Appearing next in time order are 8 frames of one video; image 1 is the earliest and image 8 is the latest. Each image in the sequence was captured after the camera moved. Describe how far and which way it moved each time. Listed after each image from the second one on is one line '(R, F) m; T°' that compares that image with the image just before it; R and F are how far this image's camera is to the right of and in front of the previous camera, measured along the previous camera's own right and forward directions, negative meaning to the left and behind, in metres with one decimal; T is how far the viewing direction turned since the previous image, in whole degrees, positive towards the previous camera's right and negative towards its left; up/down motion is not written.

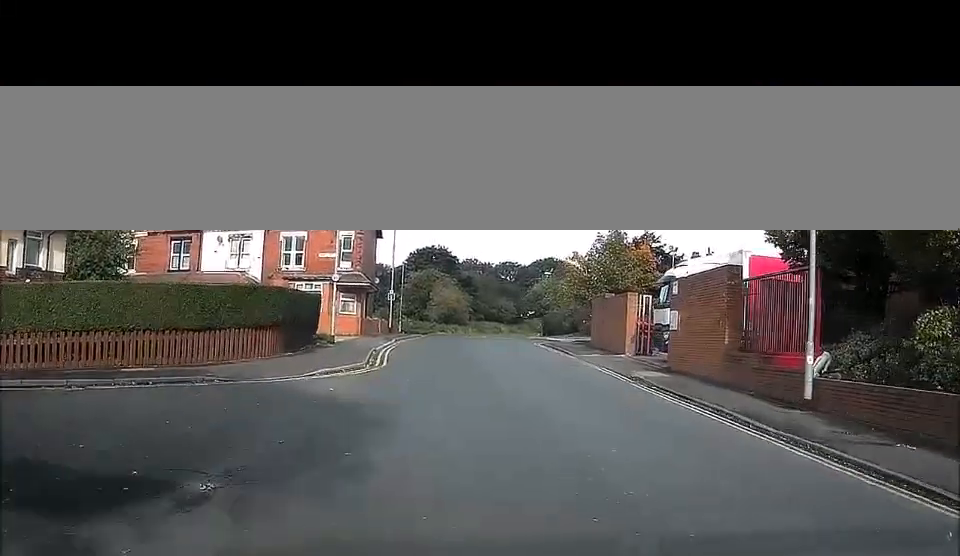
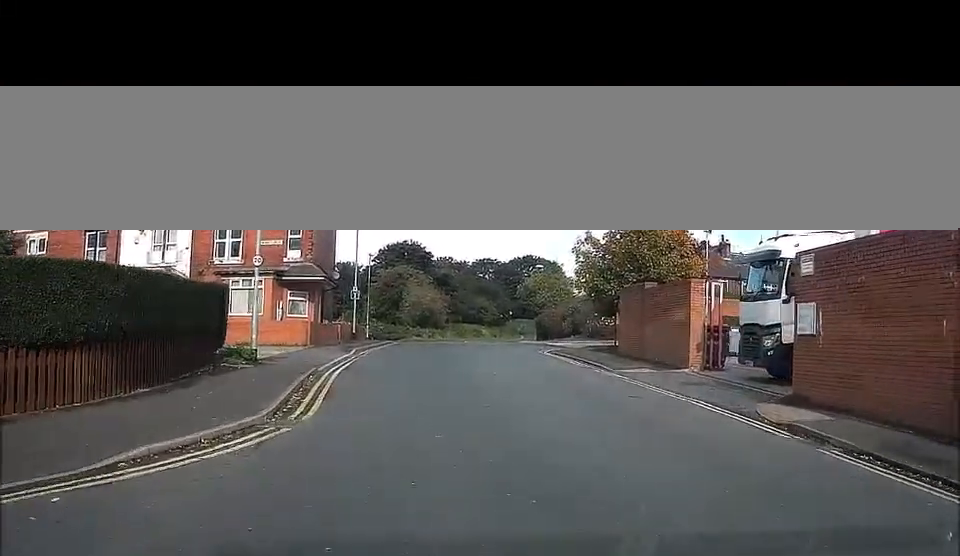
(+0.4, +12.6) m; +2°
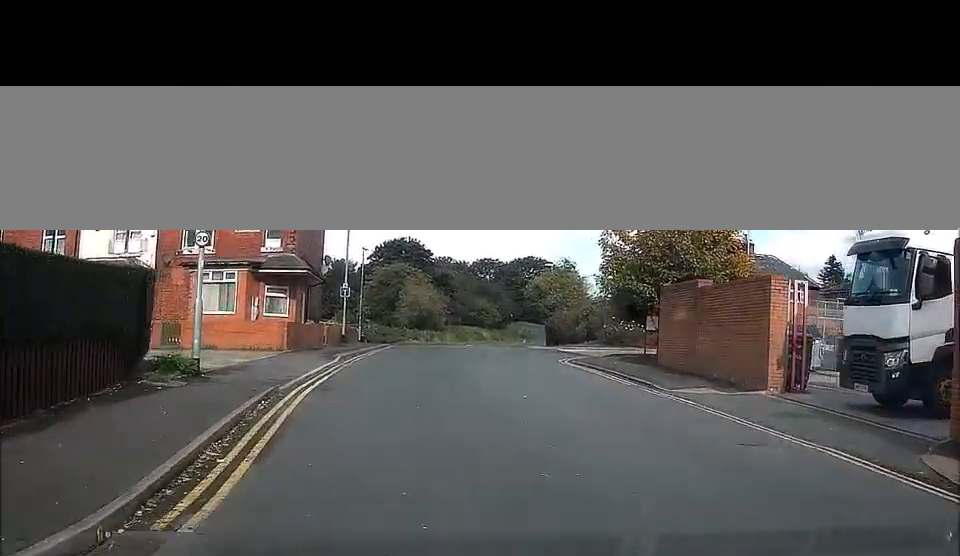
(0.0, +6.4) m; 0°
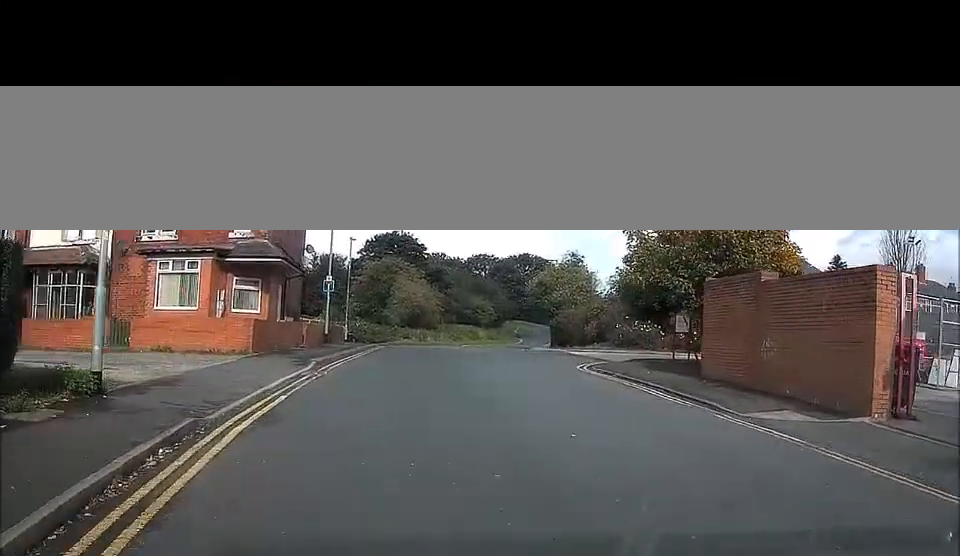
(0.0, +5.5) m; -1°
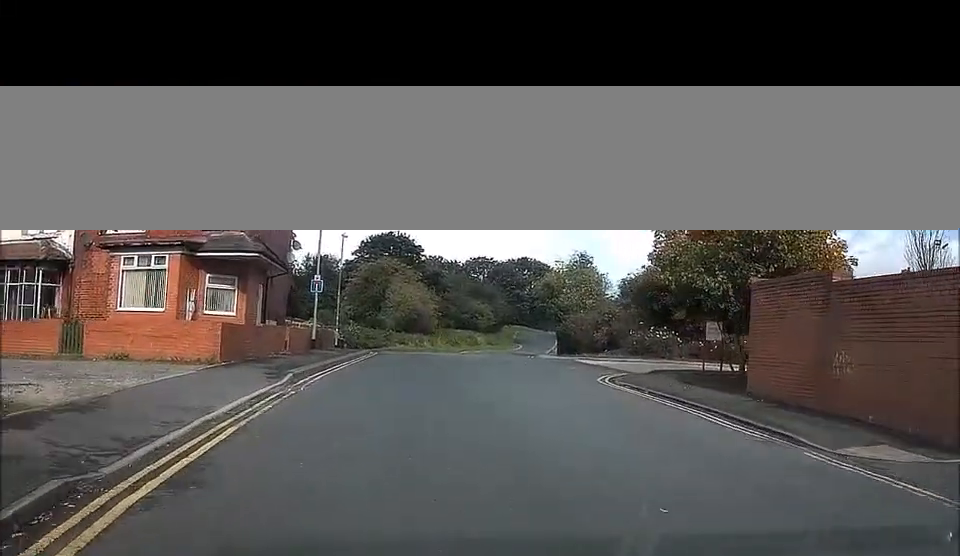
(-0.1, +3.3) m; -1°
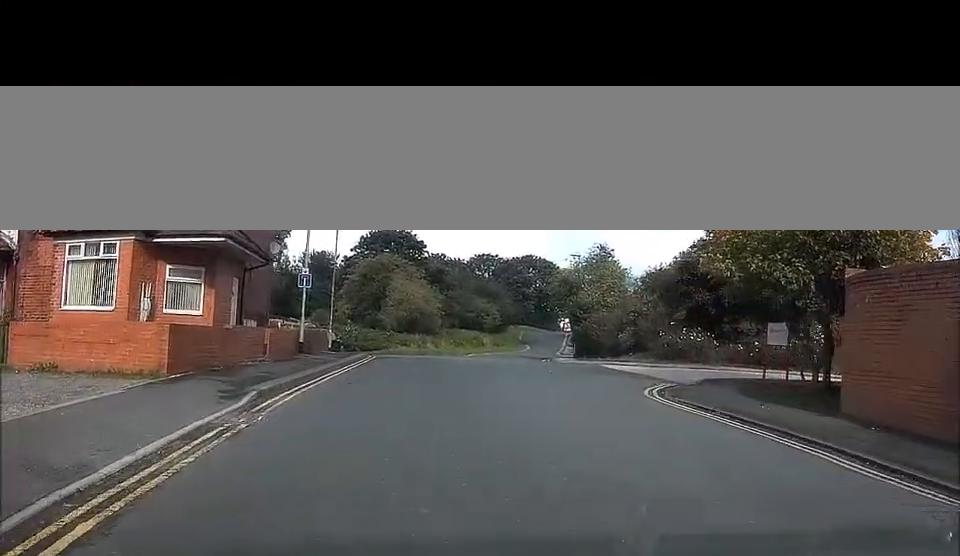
(-0.1, +3.9) m; -1°
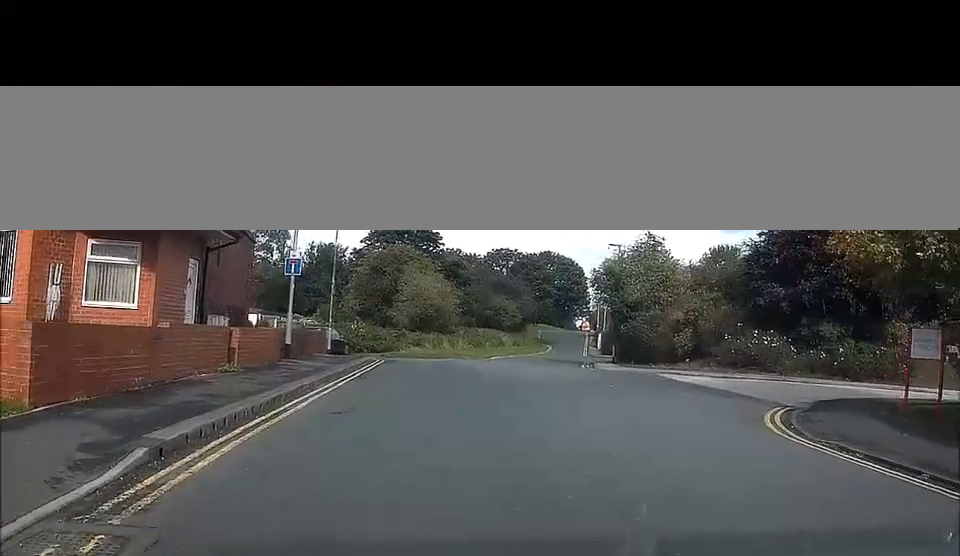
(-0.1, +4.4) m; +1°
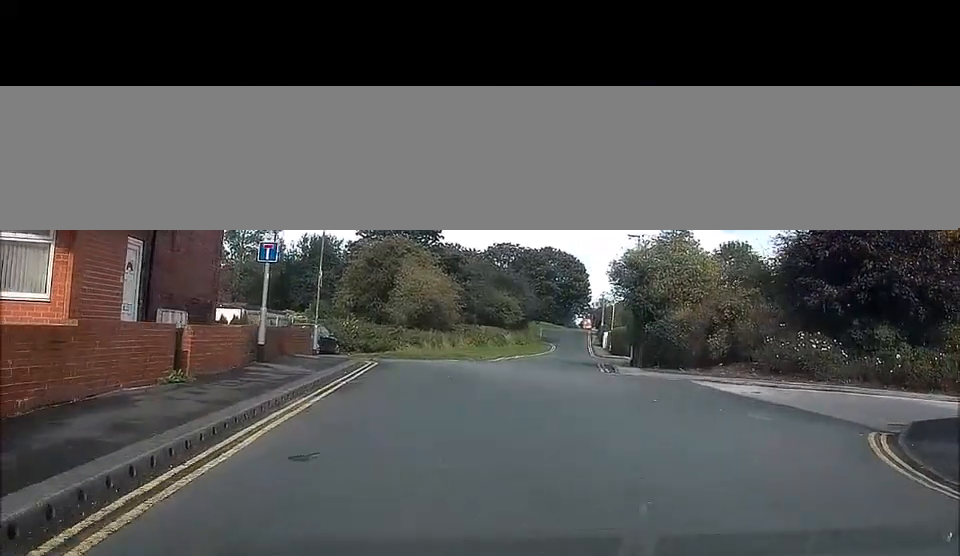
(+0.1, +2.6) m; +2°
